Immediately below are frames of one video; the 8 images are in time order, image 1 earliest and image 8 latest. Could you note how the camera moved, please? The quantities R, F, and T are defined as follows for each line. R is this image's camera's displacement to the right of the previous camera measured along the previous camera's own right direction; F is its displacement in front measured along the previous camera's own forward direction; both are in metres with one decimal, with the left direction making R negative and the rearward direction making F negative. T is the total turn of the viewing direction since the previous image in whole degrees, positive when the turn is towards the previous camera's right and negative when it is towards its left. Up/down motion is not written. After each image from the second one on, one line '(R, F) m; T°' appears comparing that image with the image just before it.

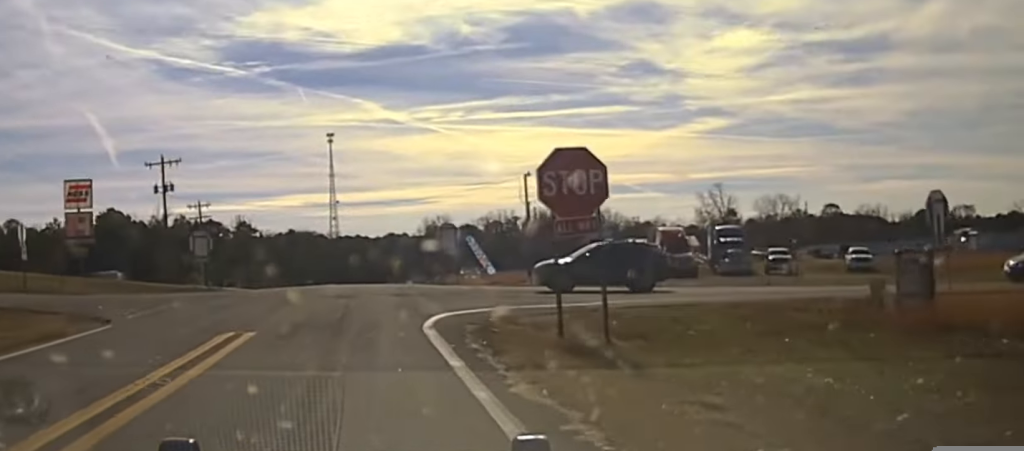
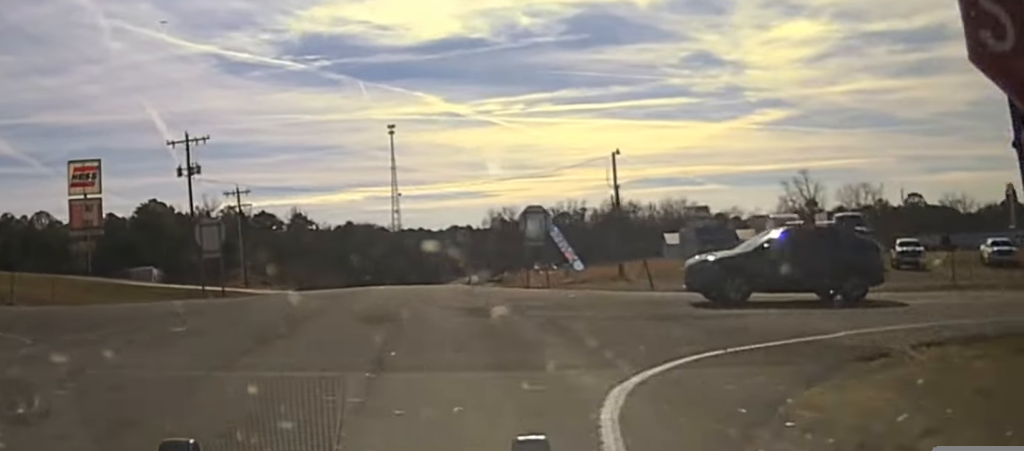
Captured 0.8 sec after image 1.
(0.0, +11.1) m; -2°
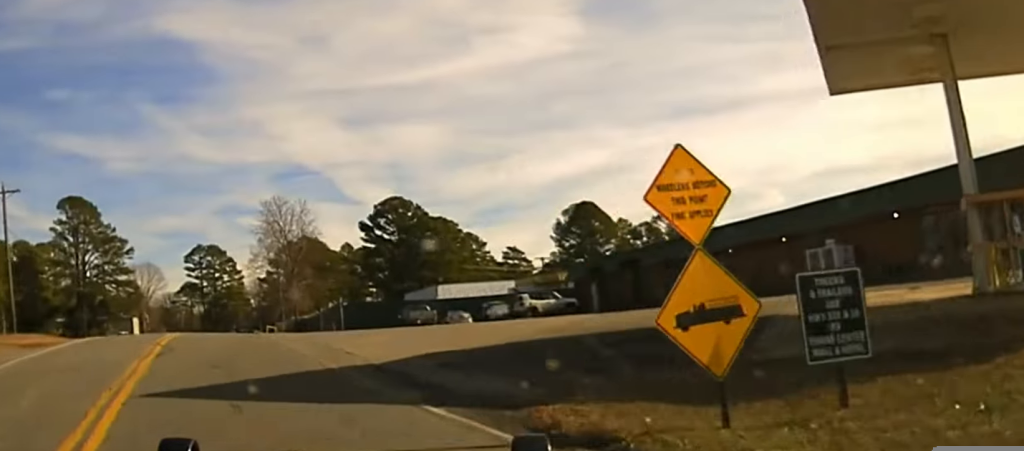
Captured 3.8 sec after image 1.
(-12.6, +32.5) m; -63°
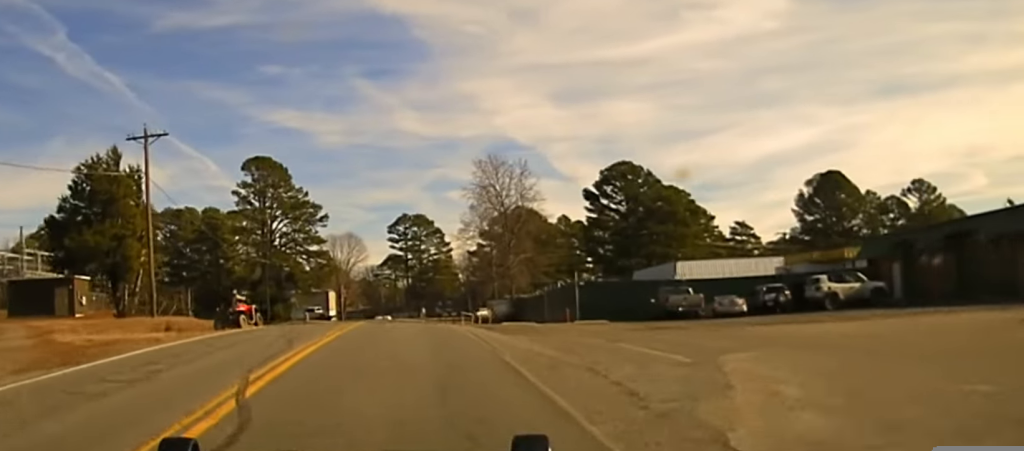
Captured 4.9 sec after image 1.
(-2.9, +12.9) m; -16°
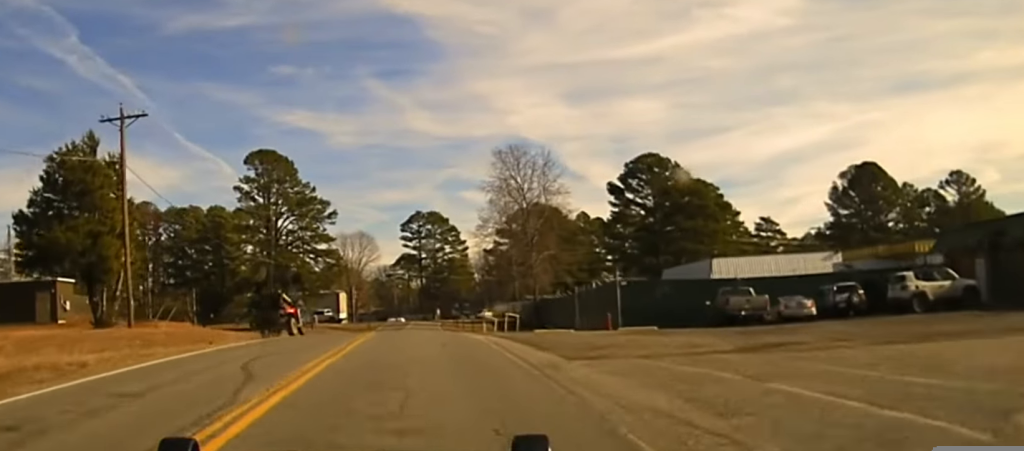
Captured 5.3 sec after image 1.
(0.0, +6.7) m; -3°
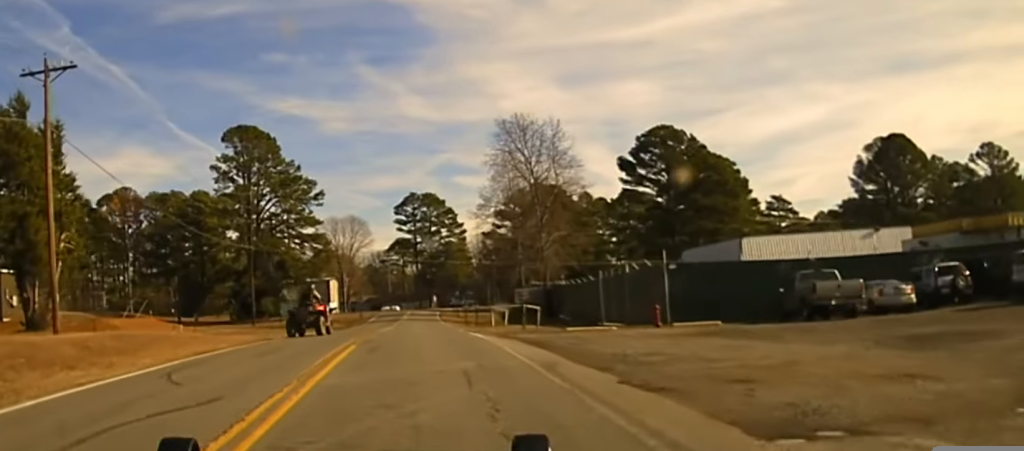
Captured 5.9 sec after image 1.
(-0.4, +10.4) m; -2°
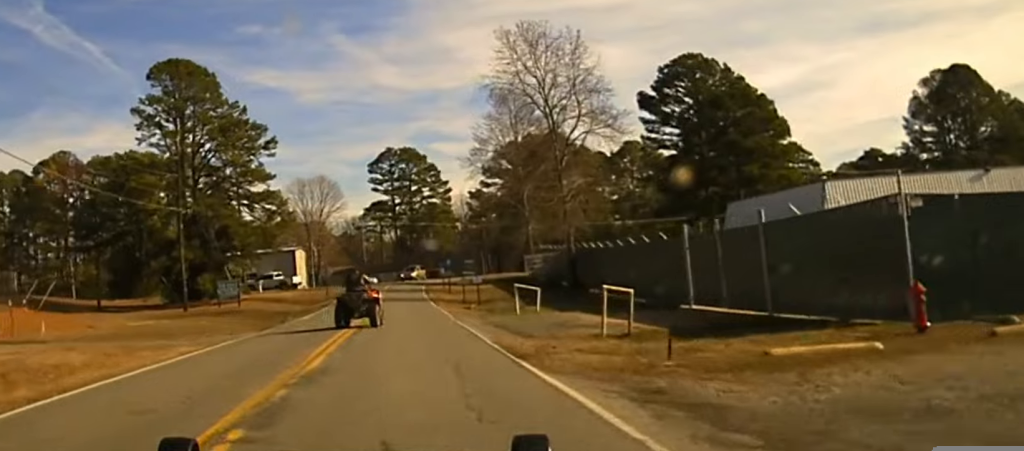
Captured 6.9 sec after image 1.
(-0.6, +19.6) m; -2°
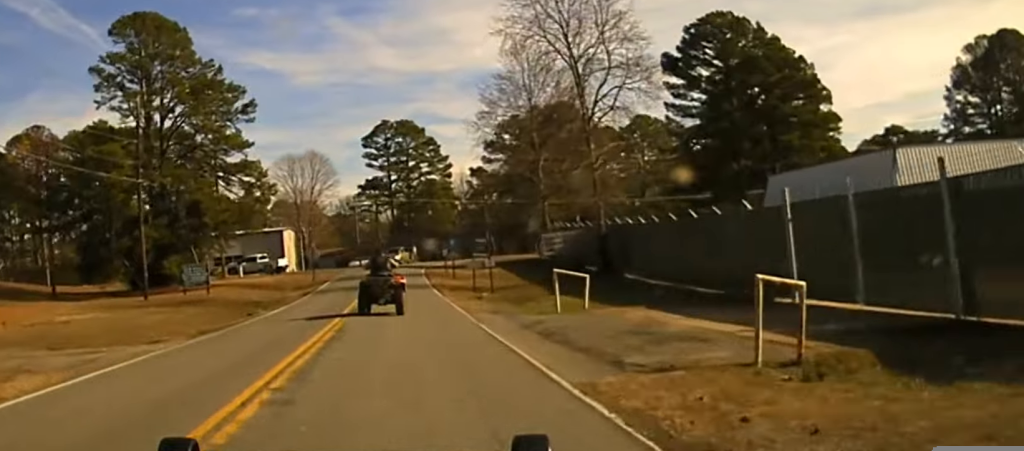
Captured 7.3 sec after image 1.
(-0.2, +9.6) m; 0°
